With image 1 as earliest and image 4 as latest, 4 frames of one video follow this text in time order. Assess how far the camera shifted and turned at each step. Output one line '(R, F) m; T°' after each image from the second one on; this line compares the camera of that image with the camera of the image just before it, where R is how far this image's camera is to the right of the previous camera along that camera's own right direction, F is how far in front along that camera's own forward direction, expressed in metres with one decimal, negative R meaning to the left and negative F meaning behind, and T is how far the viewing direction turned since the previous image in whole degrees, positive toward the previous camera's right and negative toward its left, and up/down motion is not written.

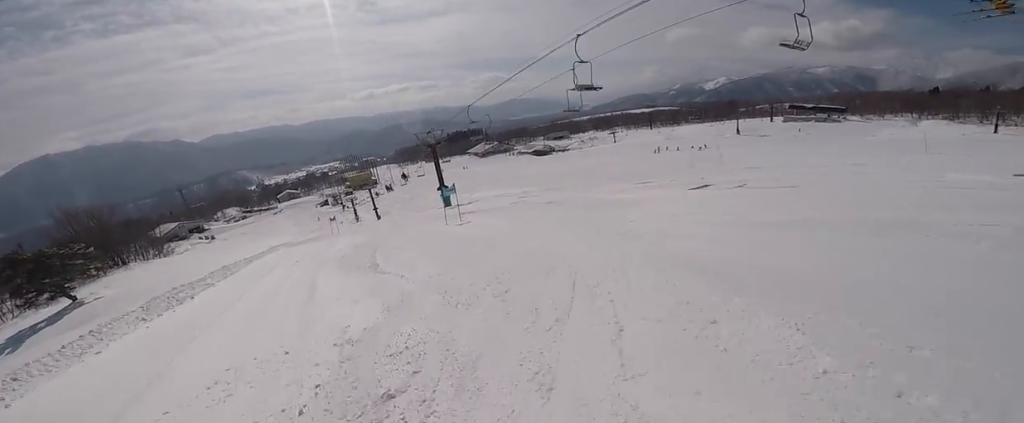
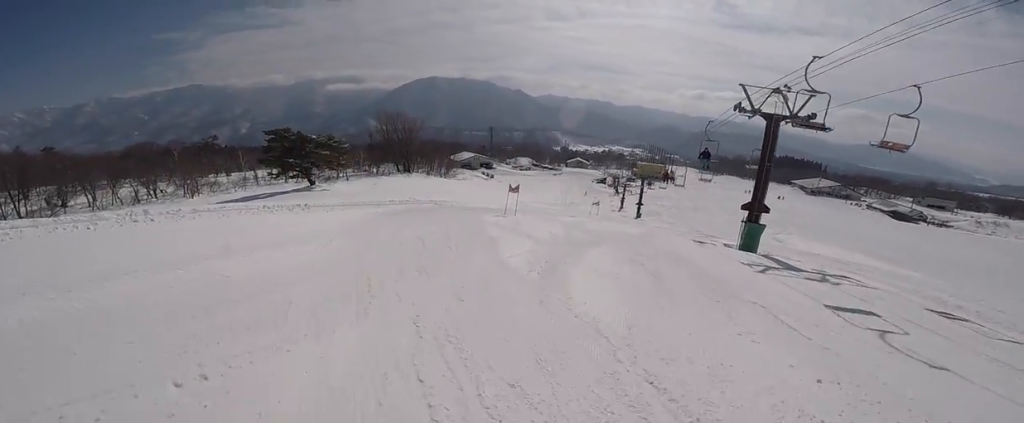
(-4.4, +20.2) m; -28°
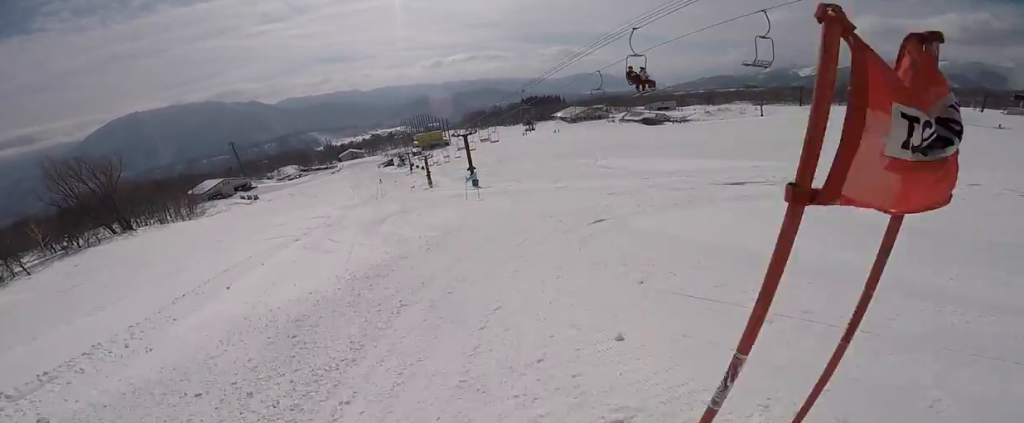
(+0.9, +19.8) m; +21°
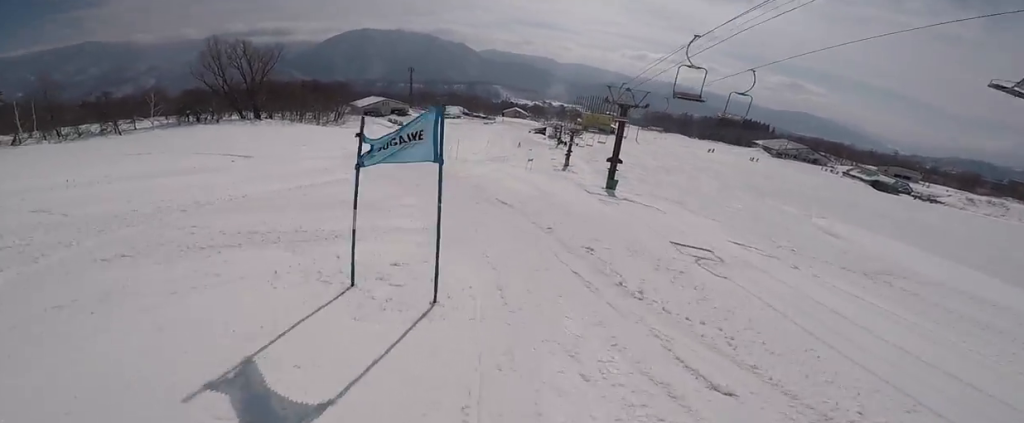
(+1.0, +20.3) m; -9°
